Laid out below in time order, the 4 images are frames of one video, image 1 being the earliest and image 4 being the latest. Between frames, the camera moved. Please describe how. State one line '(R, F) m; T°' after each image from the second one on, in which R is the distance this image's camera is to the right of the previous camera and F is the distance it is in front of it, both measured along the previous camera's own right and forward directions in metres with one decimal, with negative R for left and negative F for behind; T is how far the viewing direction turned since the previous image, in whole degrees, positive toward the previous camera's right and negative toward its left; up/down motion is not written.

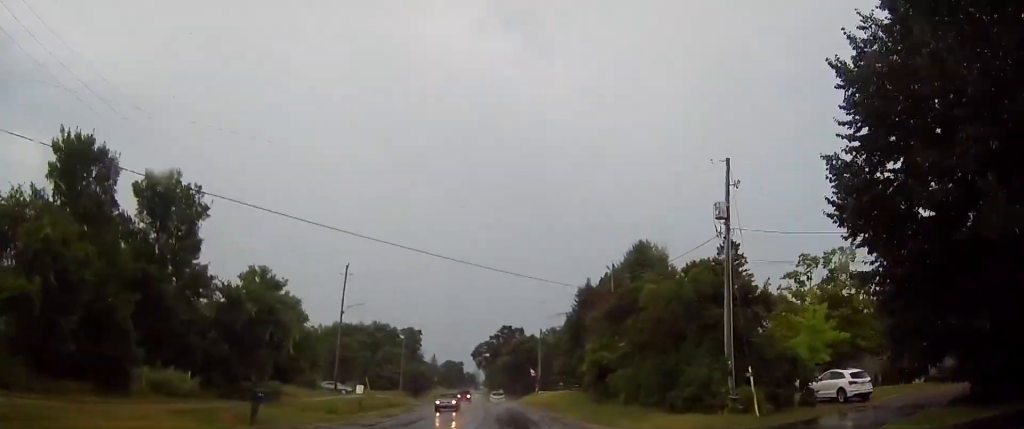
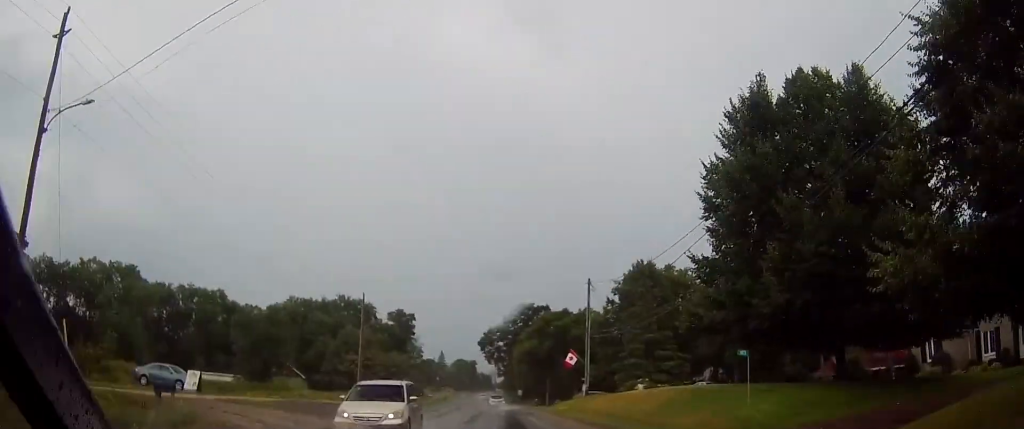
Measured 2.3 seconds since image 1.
(-0.1, +45.4) m; -2°
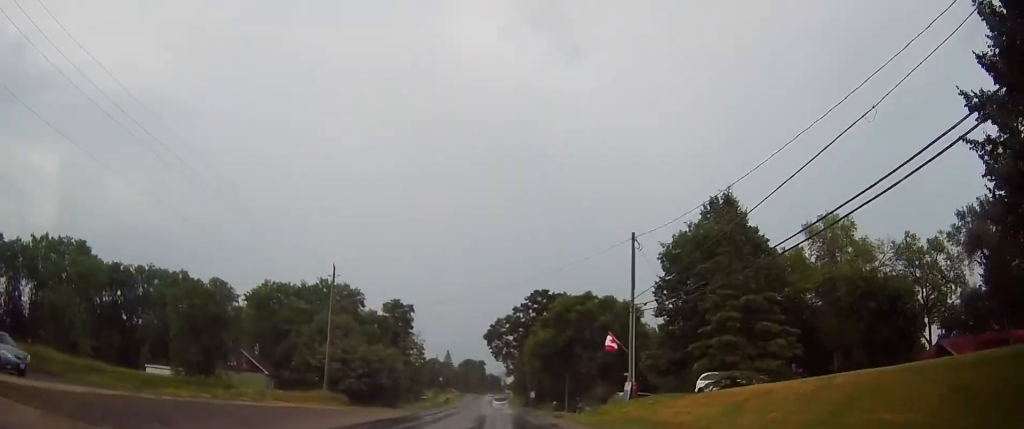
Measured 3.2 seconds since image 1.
(-0.1, +17.1) m; -1°
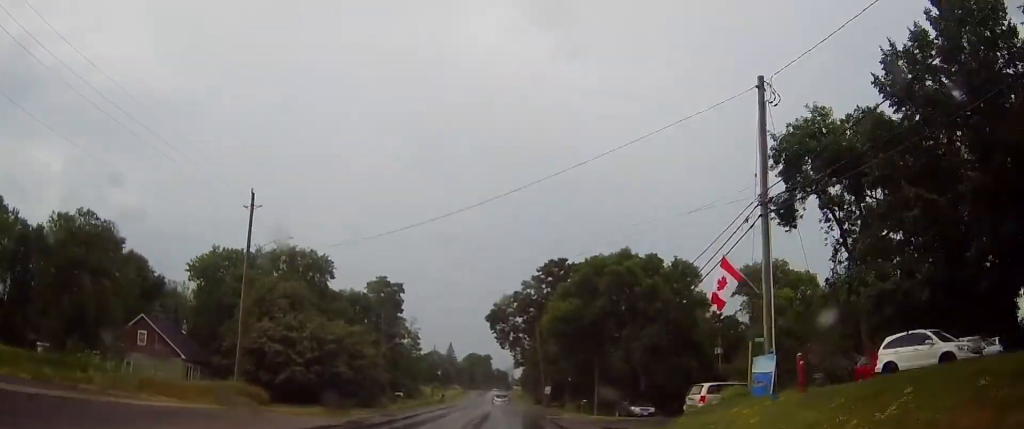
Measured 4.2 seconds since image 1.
(-0.5, +21.0) m; -1°
